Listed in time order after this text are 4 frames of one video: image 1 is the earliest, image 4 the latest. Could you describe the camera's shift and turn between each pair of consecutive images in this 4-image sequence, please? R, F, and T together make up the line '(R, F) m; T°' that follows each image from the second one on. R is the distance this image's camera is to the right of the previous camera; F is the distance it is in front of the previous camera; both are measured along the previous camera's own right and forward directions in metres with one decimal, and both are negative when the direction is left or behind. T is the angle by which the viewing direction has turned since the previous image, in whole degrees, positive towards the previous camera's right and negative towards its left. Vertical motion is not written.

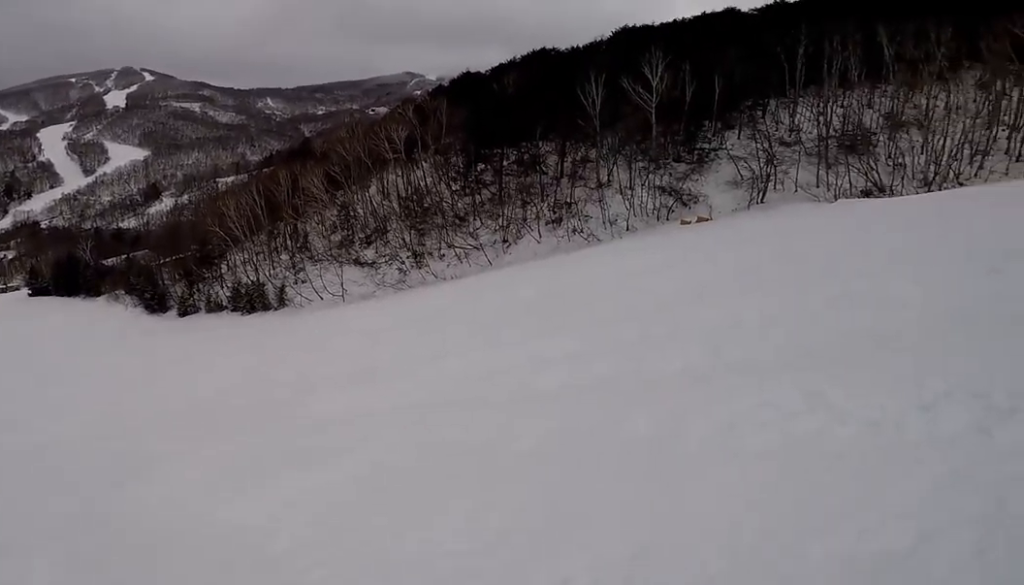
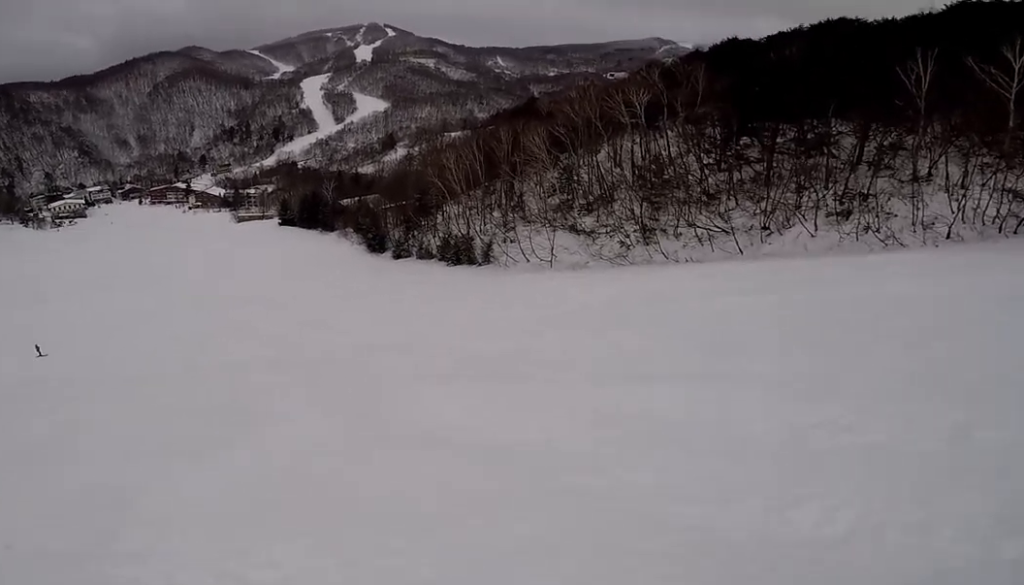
(-2.0, +3.6) m; -48°
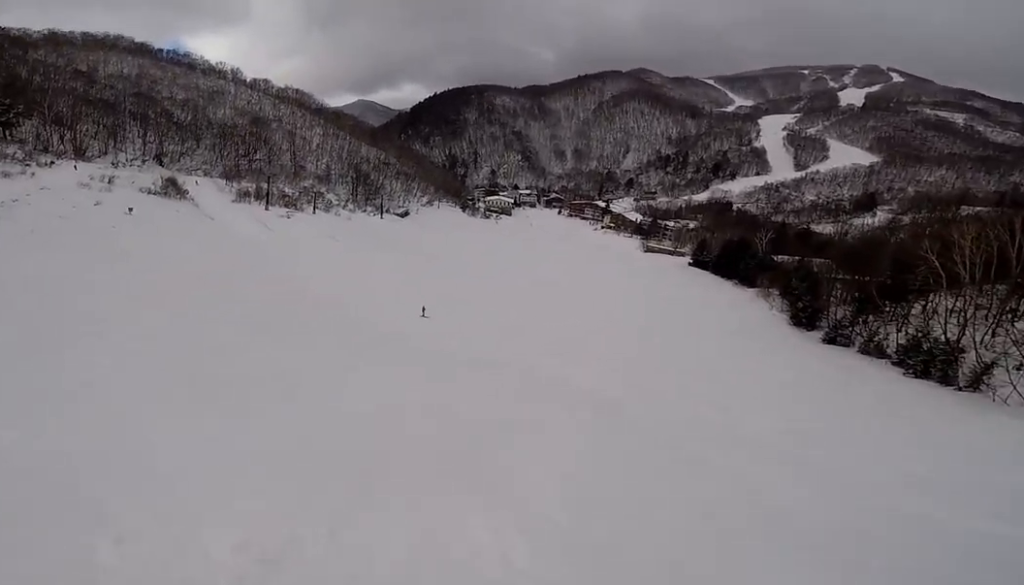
(-0.7, +4.4) m; -29°
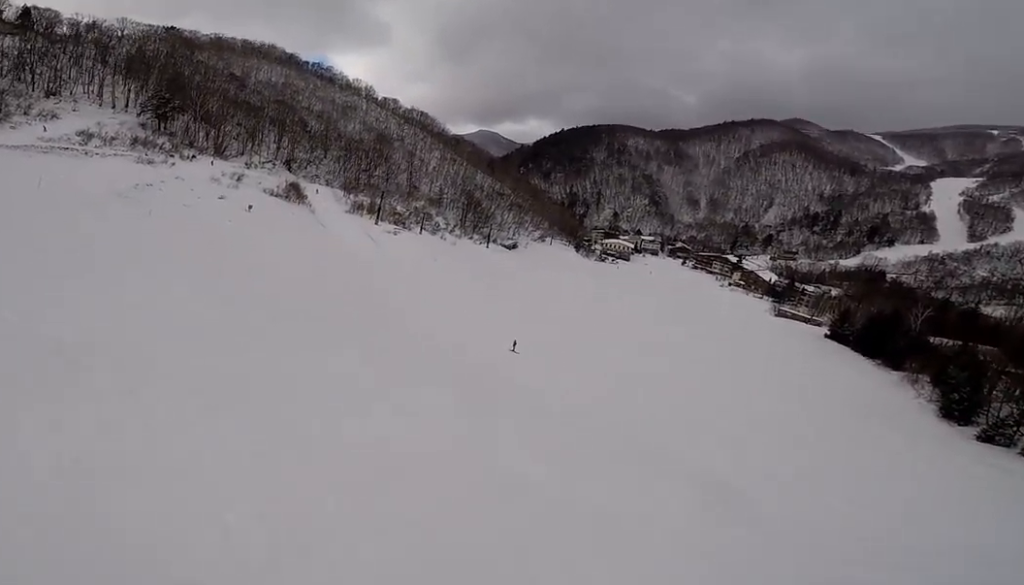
(-0.2, +2.4) m; -15°
